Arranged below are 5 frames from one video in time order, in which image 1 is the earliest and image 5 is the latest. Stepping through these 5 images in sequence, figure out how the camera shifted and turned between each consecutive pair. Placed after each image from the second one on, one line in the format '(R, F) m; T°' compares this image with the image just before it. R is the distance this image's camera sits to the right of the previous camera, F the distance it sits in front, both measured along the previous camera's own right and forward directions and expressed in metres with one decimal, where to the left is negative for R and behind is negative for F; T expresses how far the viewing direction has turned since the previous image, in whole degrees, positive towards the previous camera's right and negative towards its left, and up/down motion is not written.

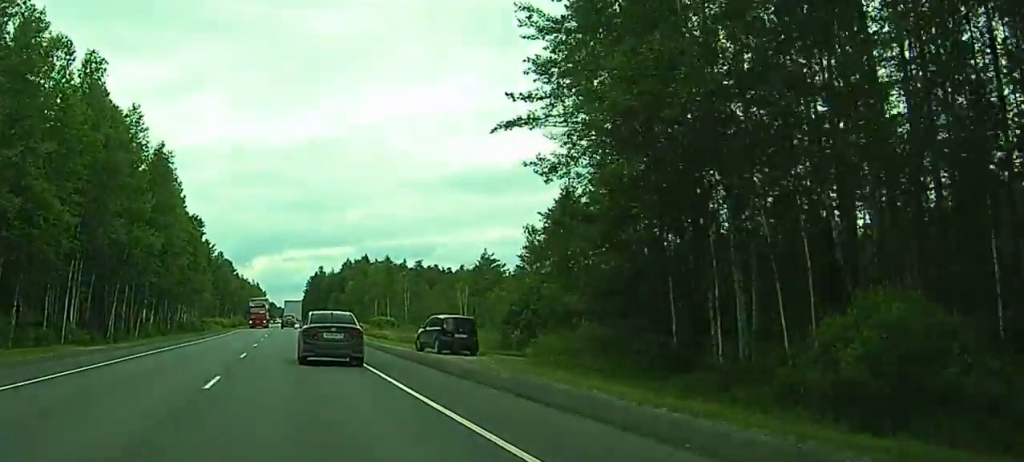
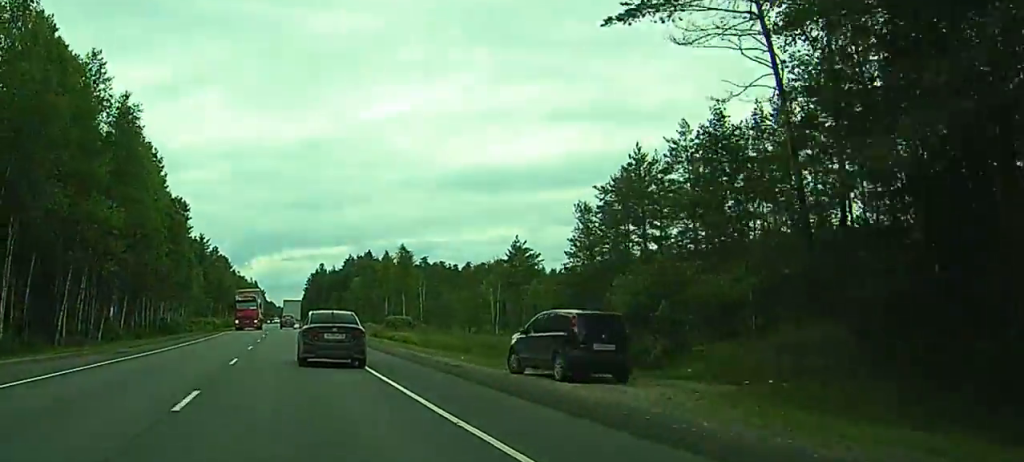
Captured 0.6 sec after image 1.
(-0.1, +16.1) m; 0°
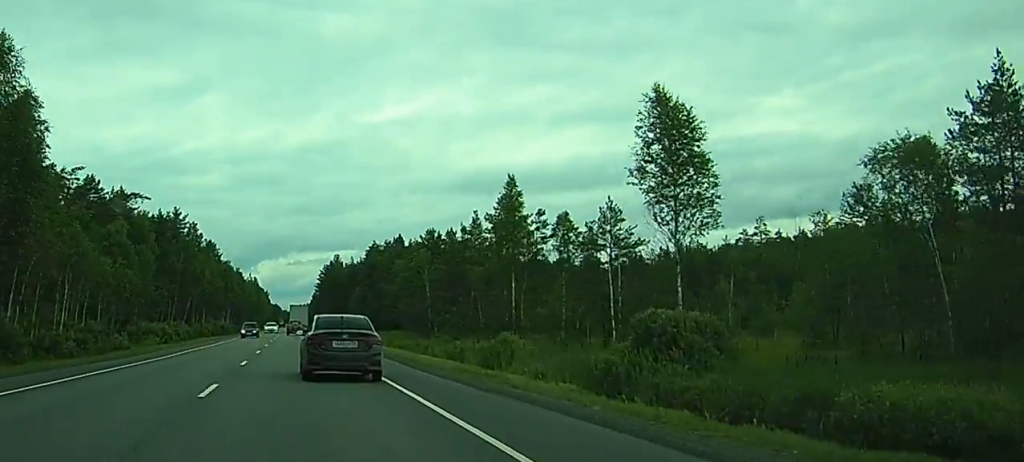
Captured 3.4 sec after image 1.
(-0.3, +69.0) m; -1°
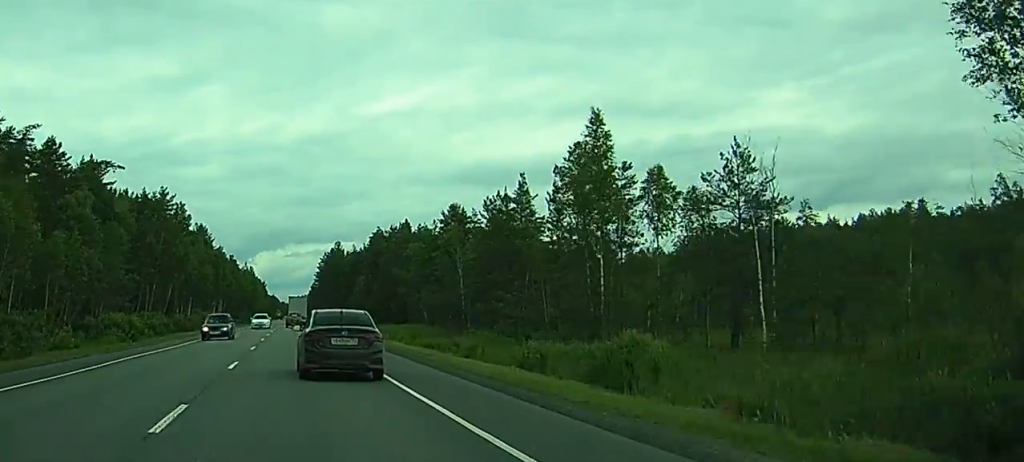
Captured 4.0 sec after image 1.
(-0.1, +16.8) m; 0°
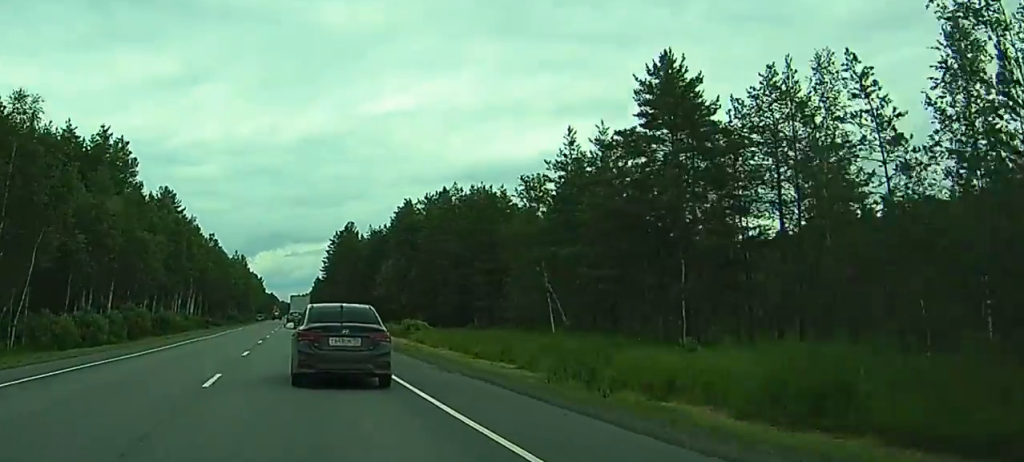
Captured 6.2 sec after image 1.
(-0.3, +54.1) m; 0°
